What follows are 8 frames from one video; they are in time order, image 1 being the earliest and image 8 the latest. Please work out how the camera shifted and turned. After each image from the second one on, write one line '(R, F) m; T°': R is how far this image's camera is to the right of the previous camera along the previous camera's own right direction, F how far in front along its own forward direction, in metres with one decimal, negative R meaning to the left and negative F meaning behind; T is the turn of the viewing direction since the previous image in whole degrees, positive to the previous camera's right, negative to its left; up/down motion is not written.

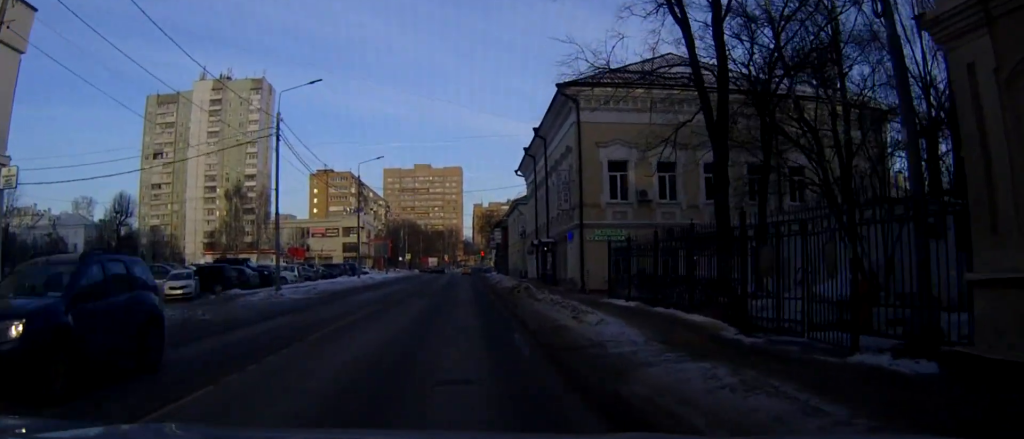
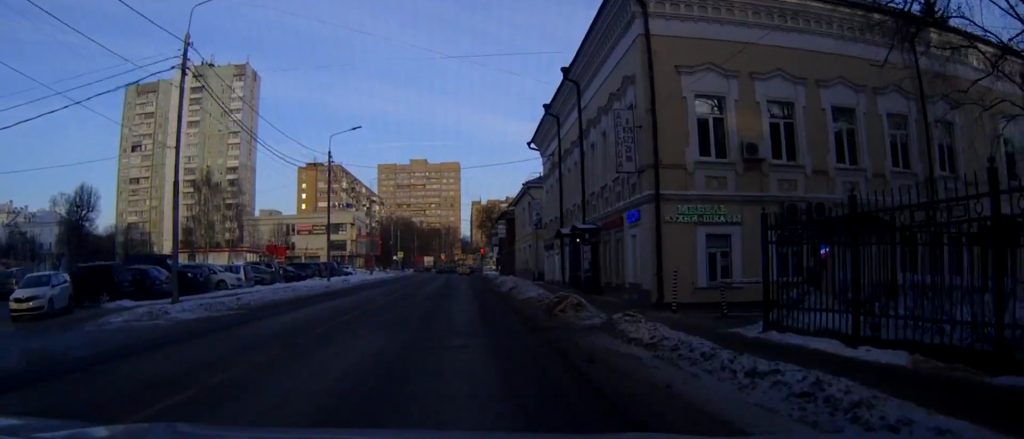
(-0.1, +13.8) m; -1°
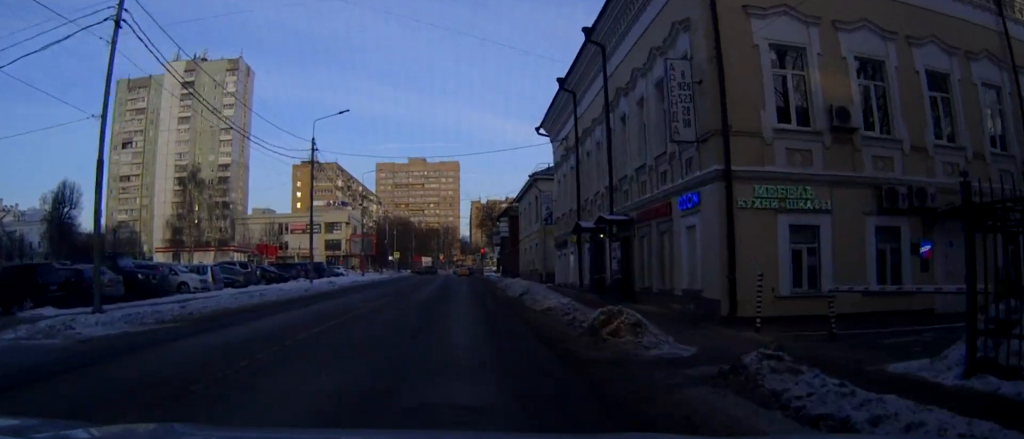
(0.0, +5.7) m; 0°
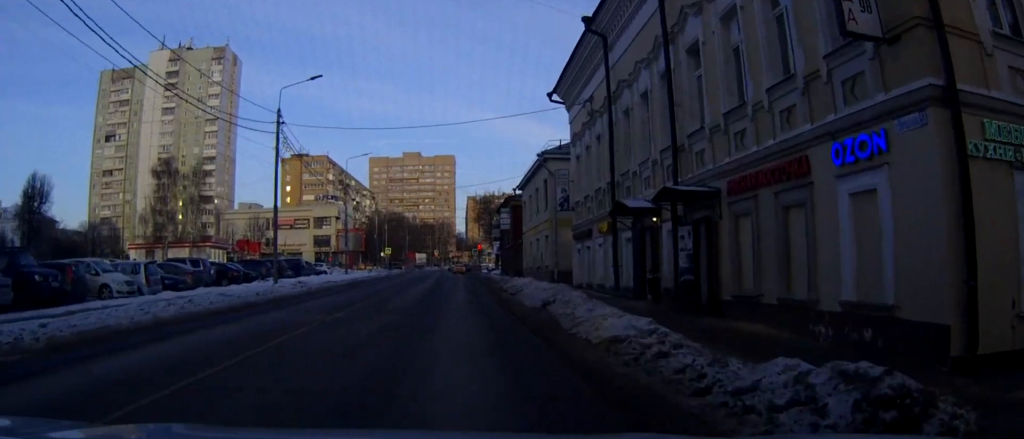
(0.0, +8.1) m; 0°
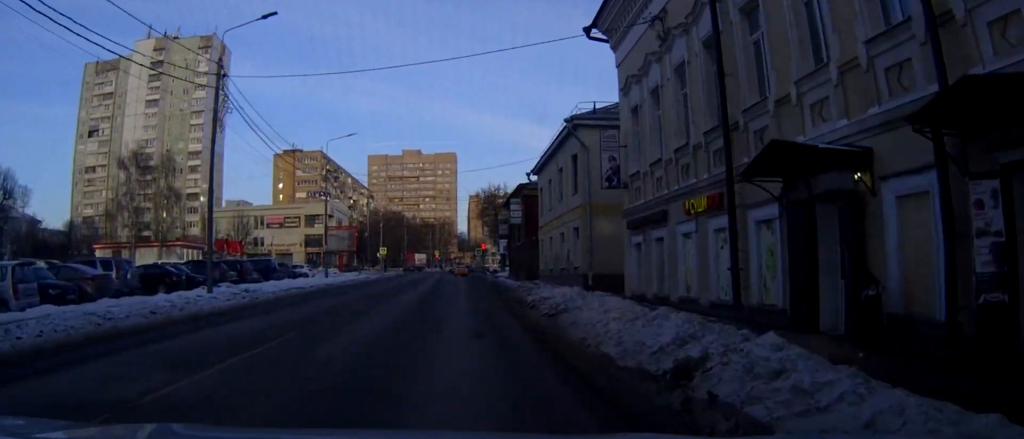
(0.0, +10.5) m; 0°
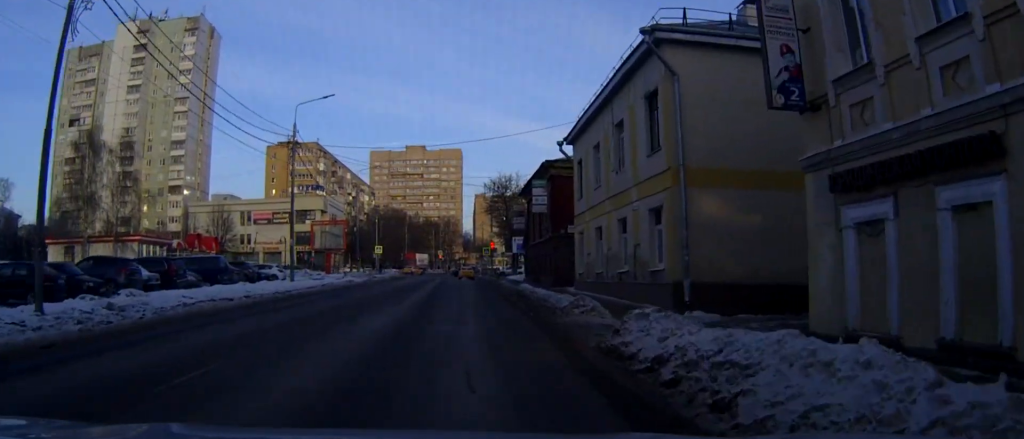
(+0.1, +12.7) m; +1°
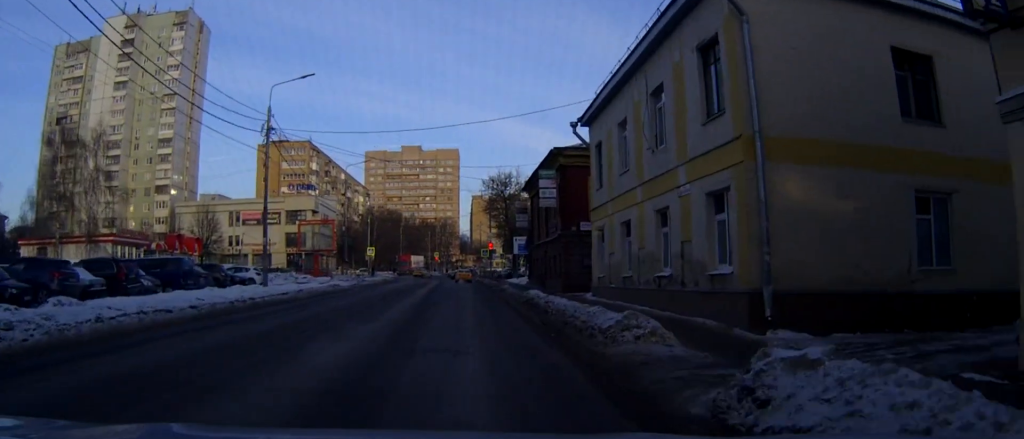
(0.0, +5.2) m; +1°
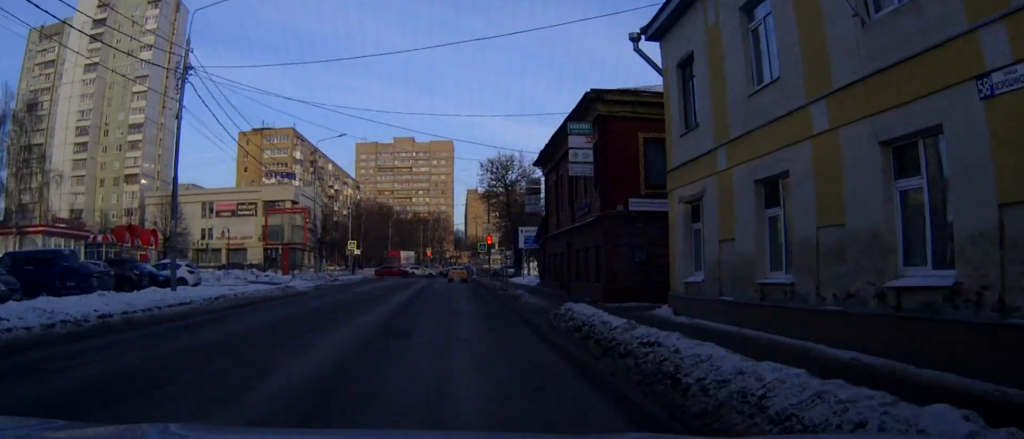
(0.0, +11.5) m; 0°
